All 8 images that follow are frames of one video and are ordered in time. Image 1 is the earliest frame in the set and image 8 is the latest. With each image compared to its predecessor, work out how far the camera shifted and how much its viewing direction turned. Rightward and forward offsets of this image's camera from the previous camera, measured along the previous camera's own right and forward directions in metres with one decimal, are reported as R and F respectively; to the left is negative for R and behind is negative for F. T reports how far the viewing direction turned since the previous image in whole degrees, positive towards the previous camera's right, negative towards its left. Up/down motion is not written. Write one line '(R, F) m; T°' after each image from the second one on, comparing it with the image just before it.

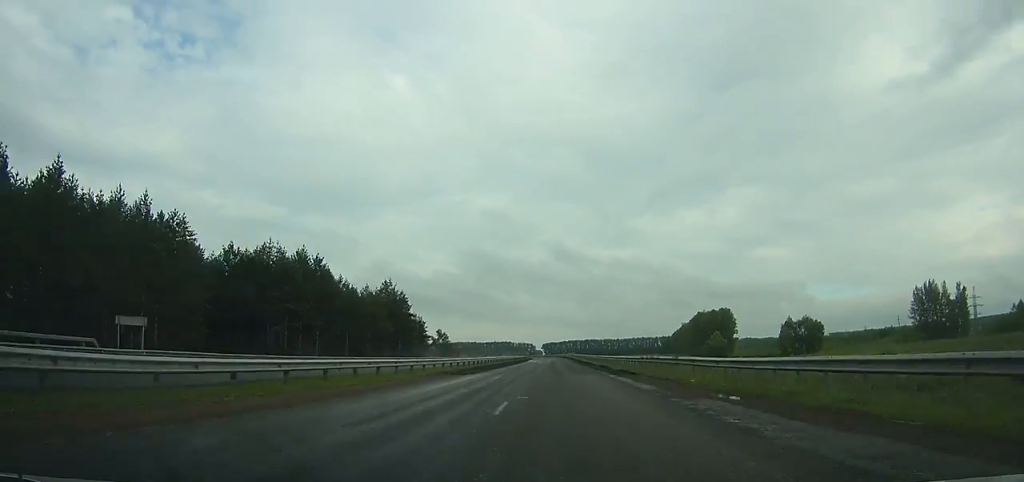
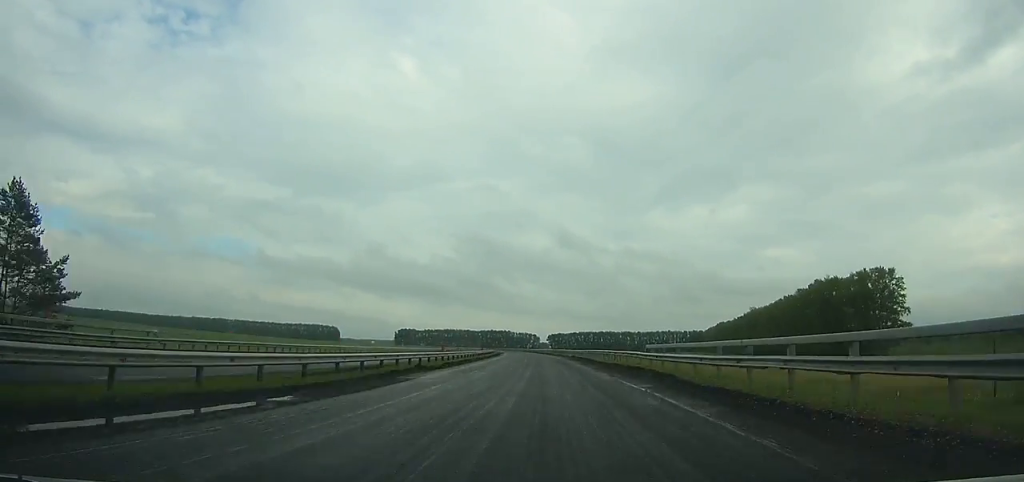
(-1.5, +153.5) m; -2°
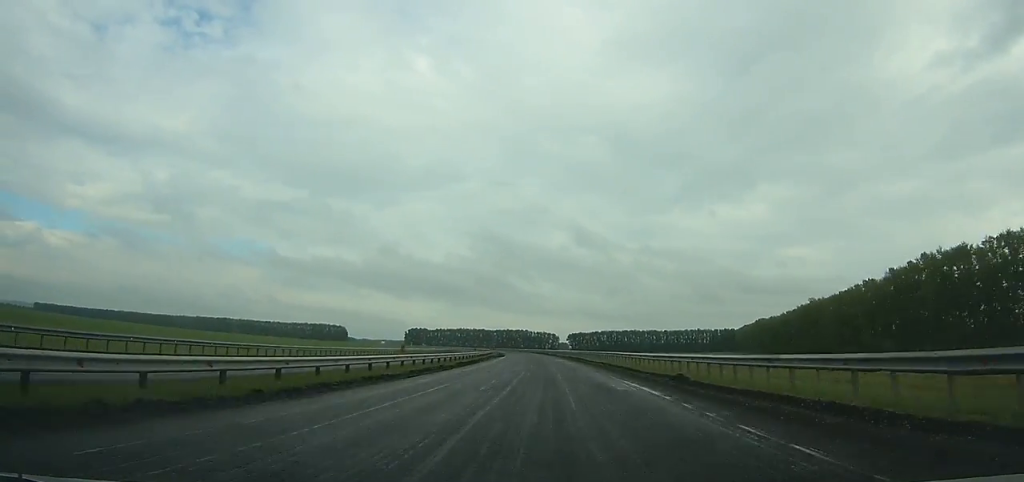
(-0.4, +52.9) m; -1°
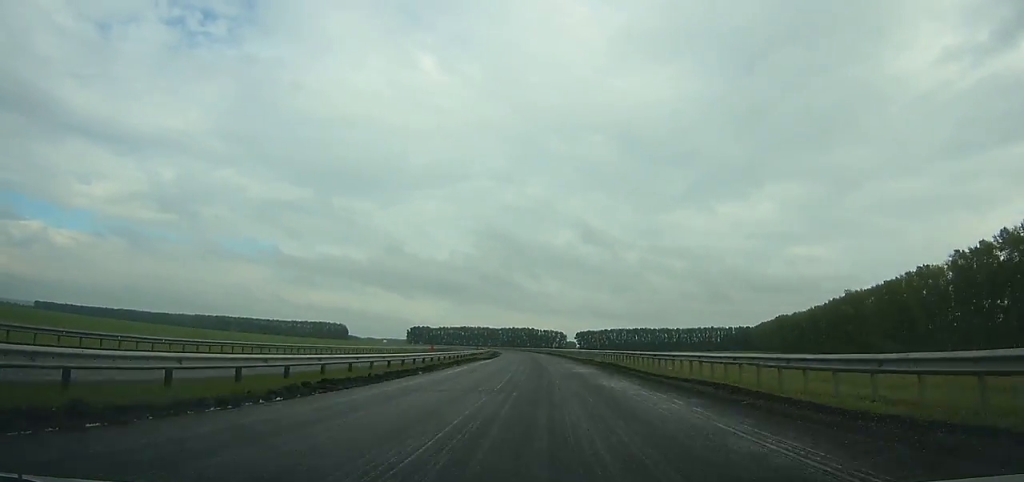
(-0.4, +30.1) m; -1°
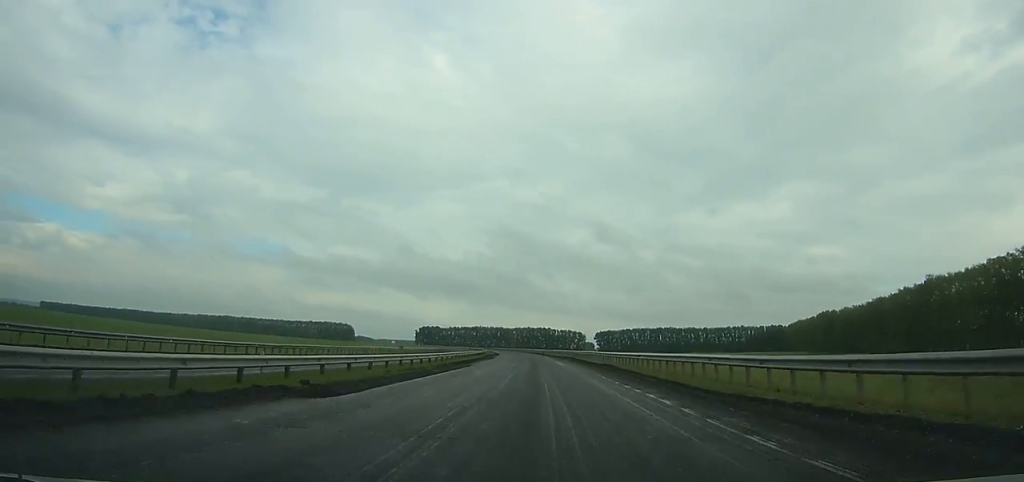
(-0.5, +47.9) m; -2°
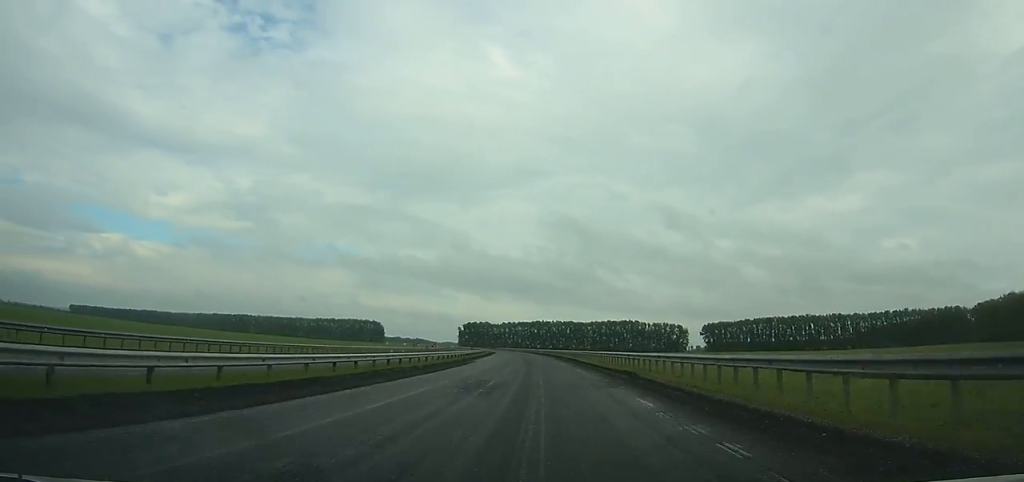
(-11.2, +181.0) m; -7°
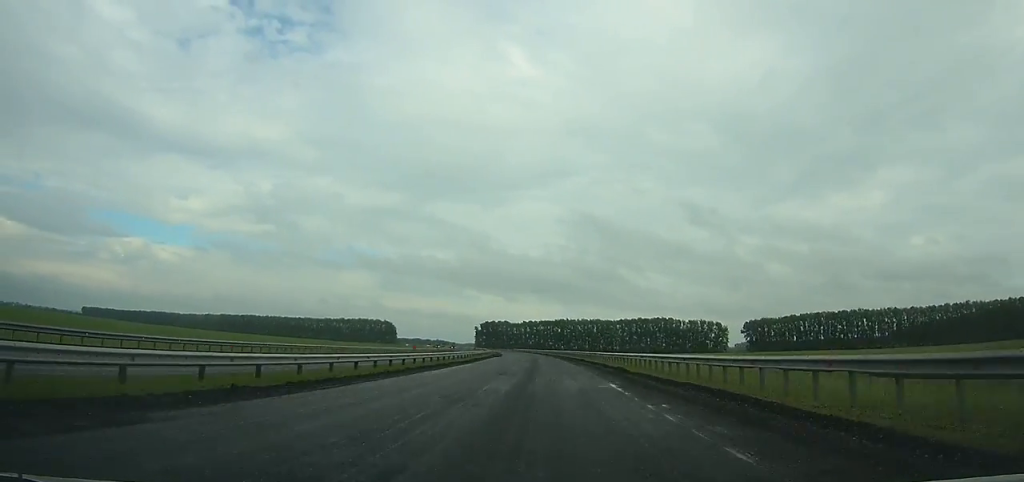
(-0.4, +45.3) m; -2°
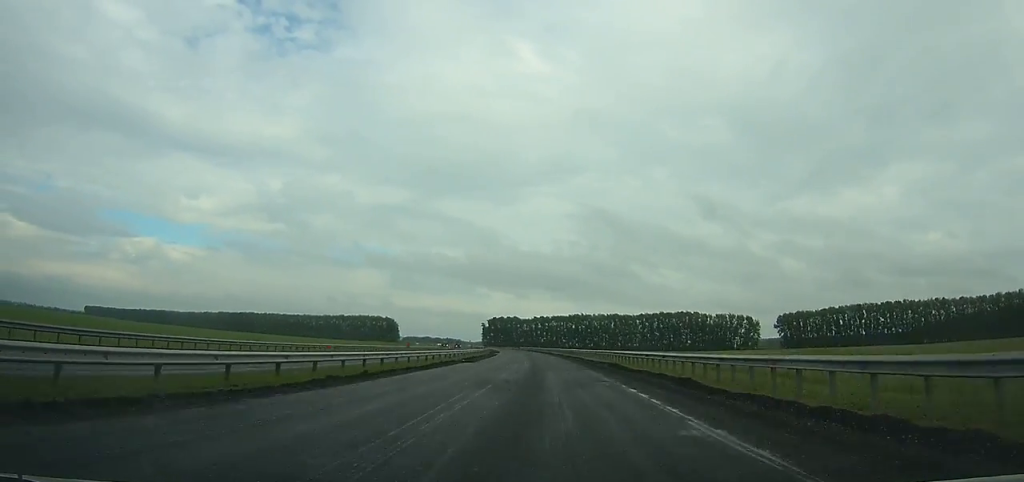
(-0.9, +40.7) m; -2°
